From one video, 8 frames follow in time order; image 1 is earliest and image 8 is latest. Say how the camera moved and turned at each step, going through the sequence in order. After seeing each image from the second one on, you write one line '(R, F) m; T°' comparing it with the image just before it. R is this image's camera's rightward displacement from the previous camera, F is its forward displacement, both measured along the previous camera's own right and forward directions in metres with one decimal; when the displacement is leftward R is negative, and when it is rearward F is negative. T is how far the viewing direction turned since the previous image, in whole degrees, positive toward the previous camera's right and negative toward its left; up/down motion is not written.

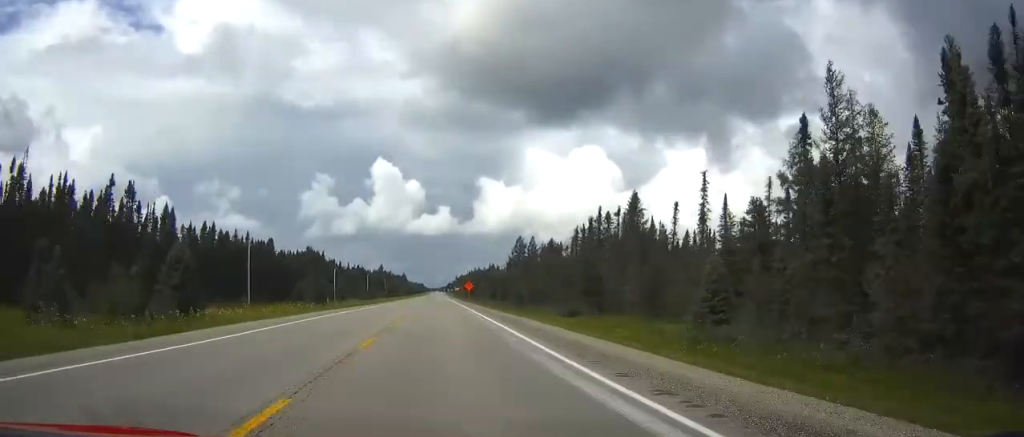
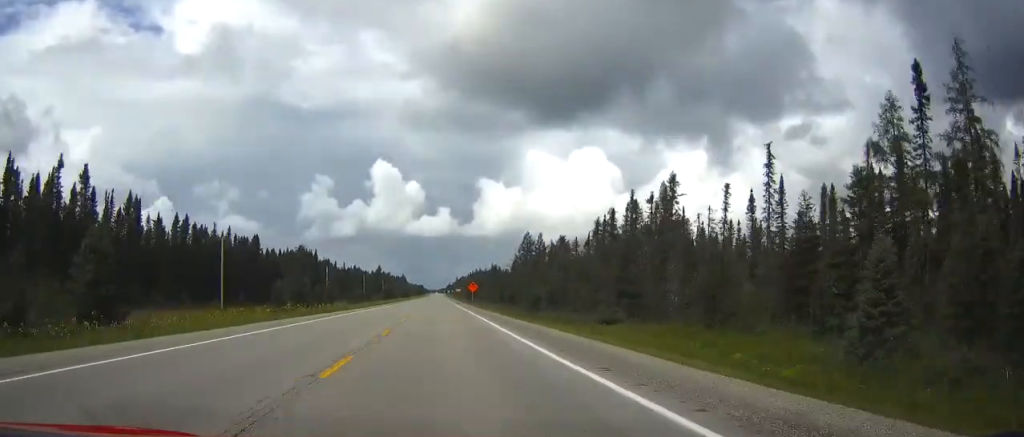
(0.0, +13.6) m; 0°
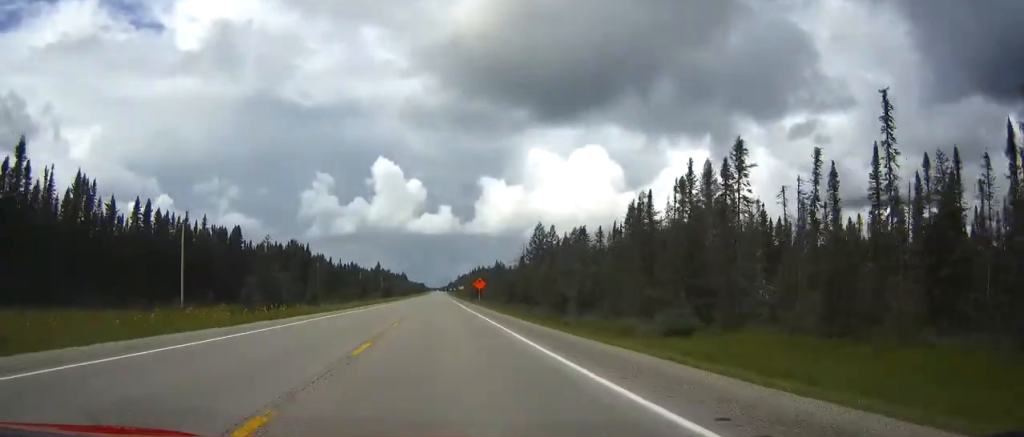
(+0.1, +15.7) m; 0°
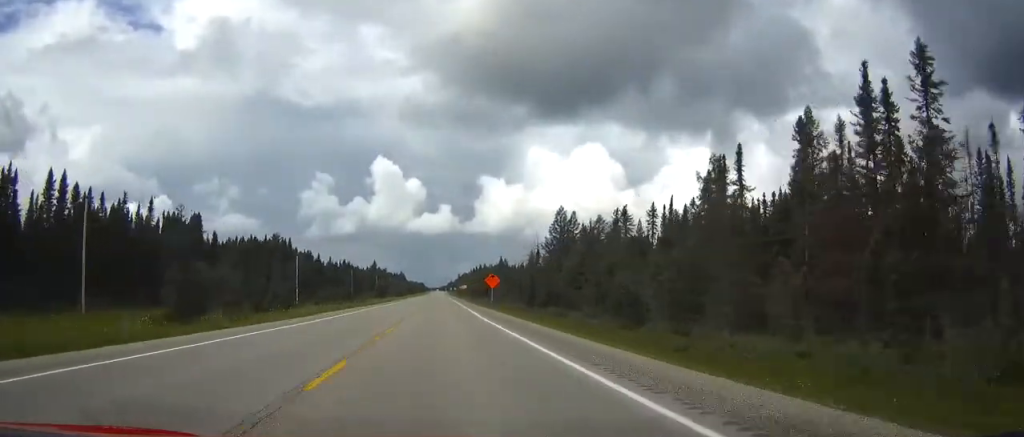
(0.0, +24.0) m; 0°
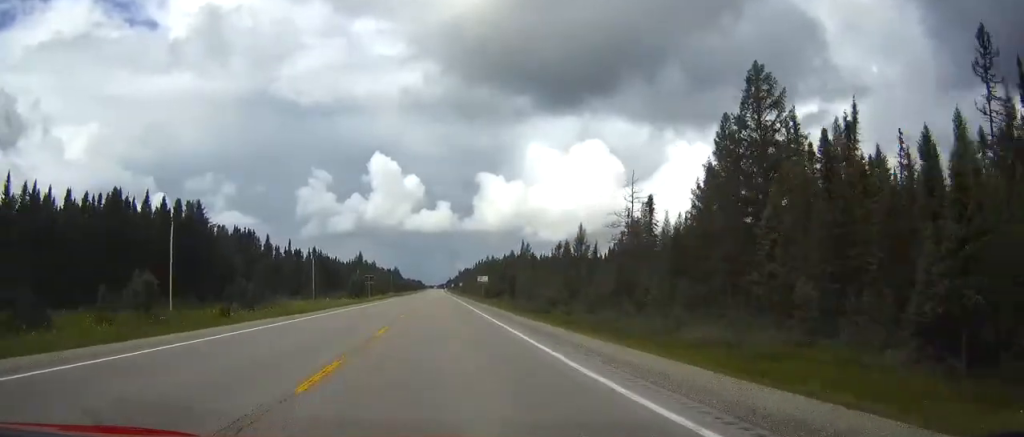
(0.0, +68.9) m; 0°
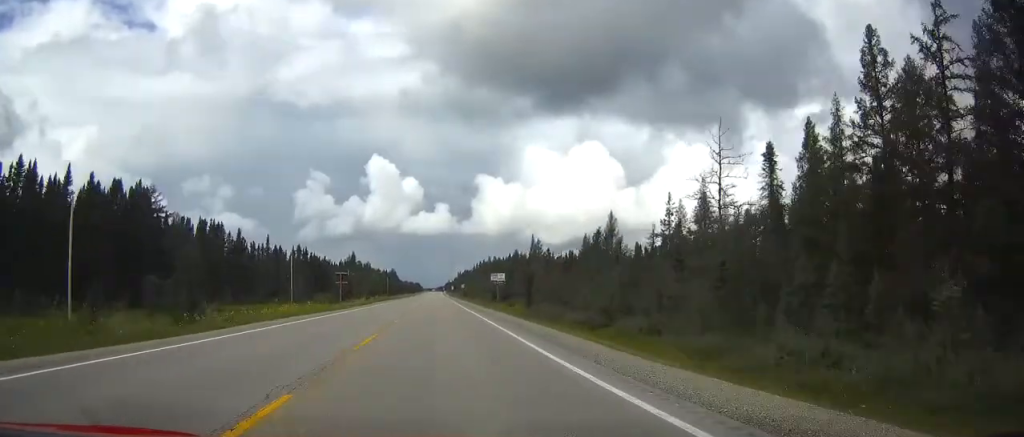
(0.0, +23.2) m; 0°
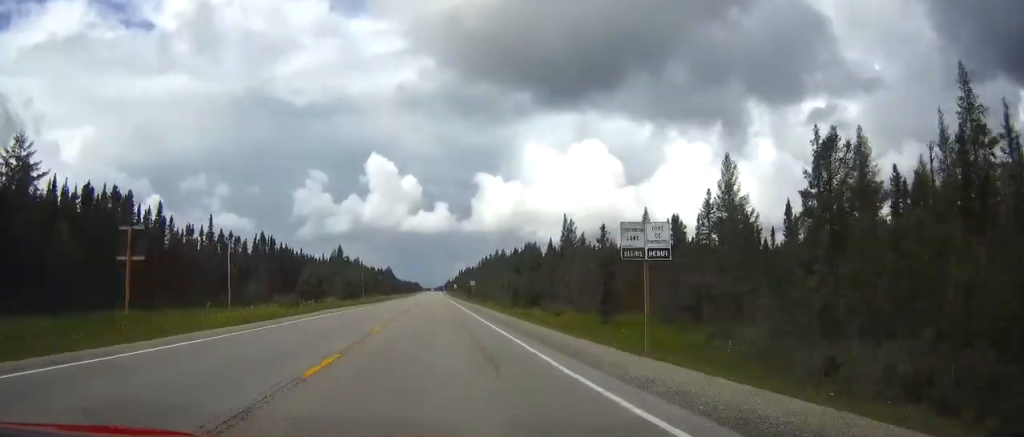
(+0.2, +42.8) m; 0°
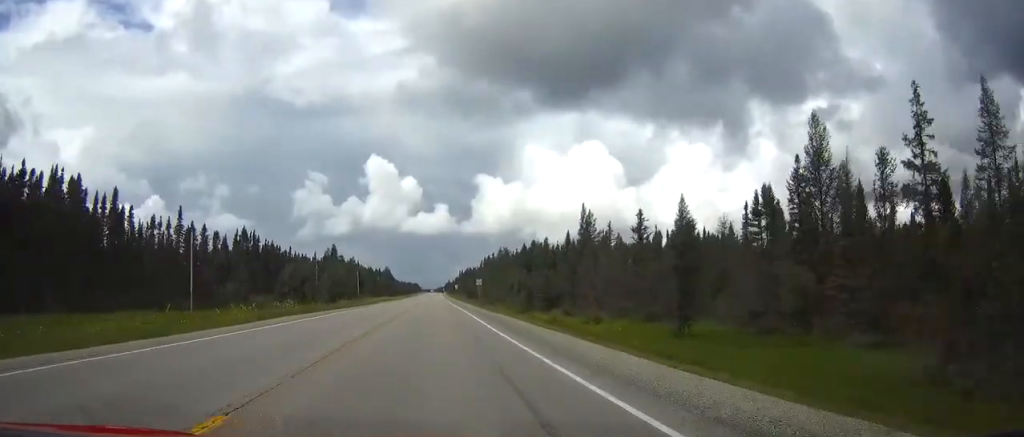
(-0.1, +15.7) m; 0°
